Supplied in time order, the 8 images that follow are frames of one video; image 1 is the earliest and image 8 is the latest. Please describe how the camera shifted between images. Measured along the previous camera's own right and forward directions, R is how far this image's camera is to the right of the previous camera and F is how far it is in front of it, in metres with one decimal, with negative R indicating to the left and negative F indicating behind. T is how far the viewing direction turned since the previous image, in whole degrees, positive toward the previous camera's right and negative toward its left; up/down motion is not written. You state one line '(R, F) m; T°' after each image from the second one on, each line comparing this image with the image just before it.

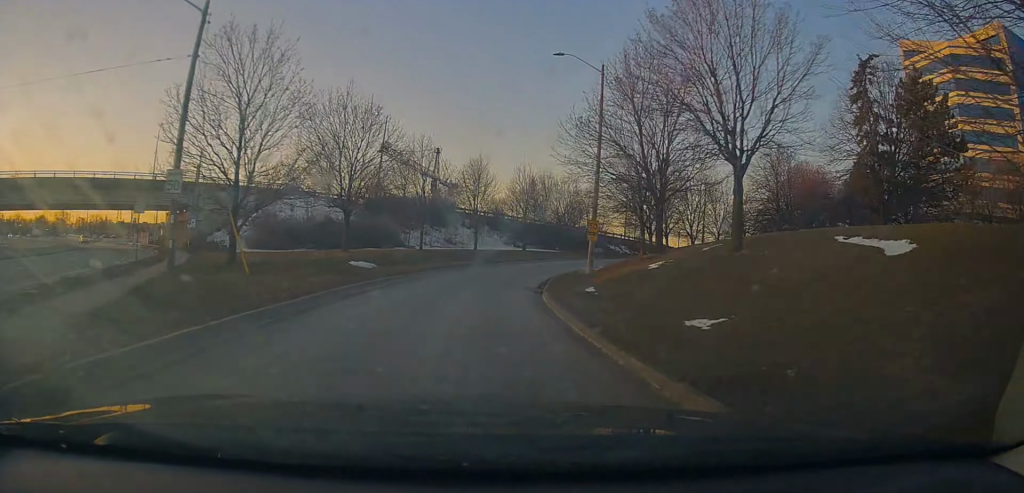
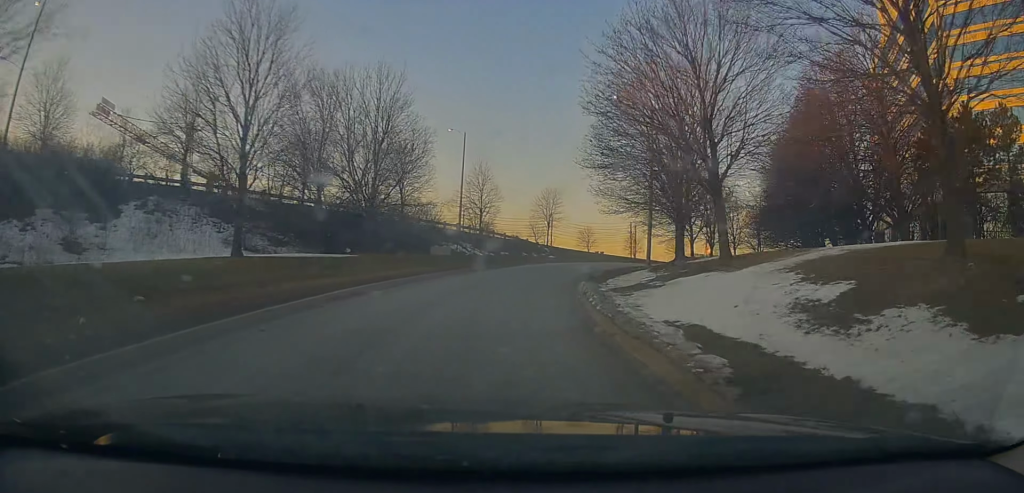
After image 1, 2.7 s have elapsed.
(+5.3, +46.1) m; +17°
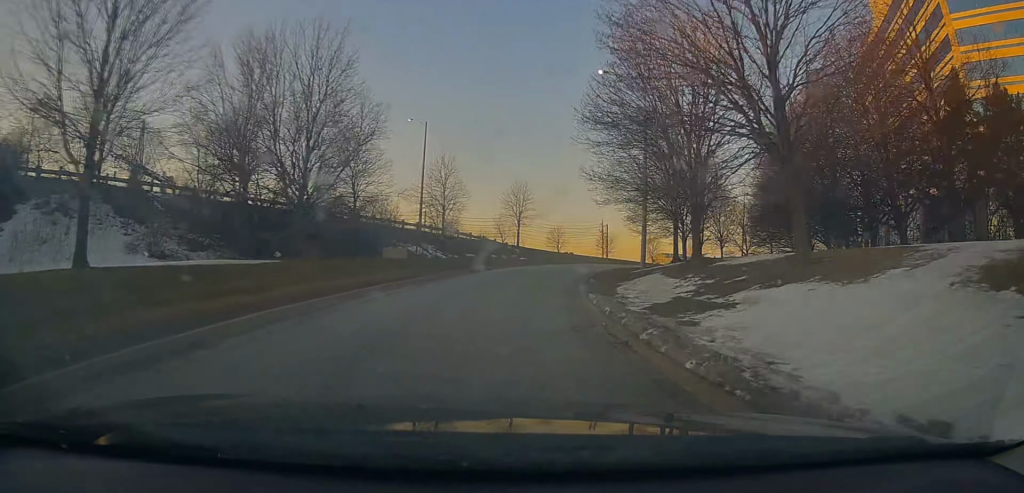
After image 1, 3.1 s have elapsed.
(+0.5, +6.8) m; +4°
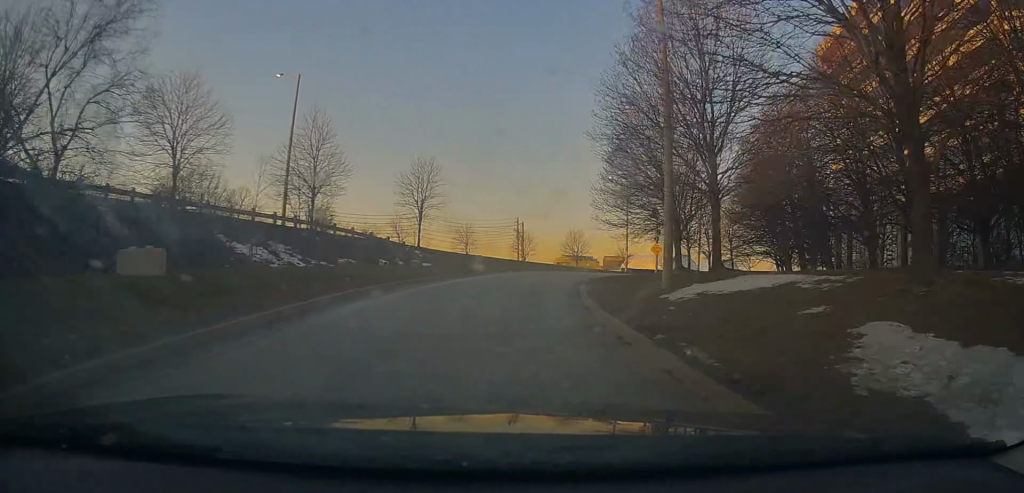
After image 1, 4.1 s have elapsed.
(+1.6, +18.2) m; +10°
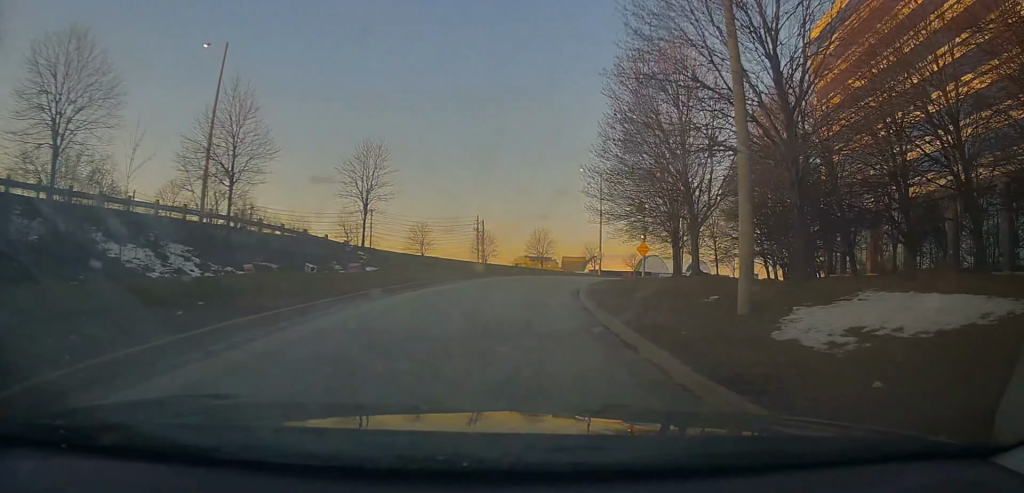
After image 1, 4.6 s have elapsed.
(-0.1, +8.0) m; +5°
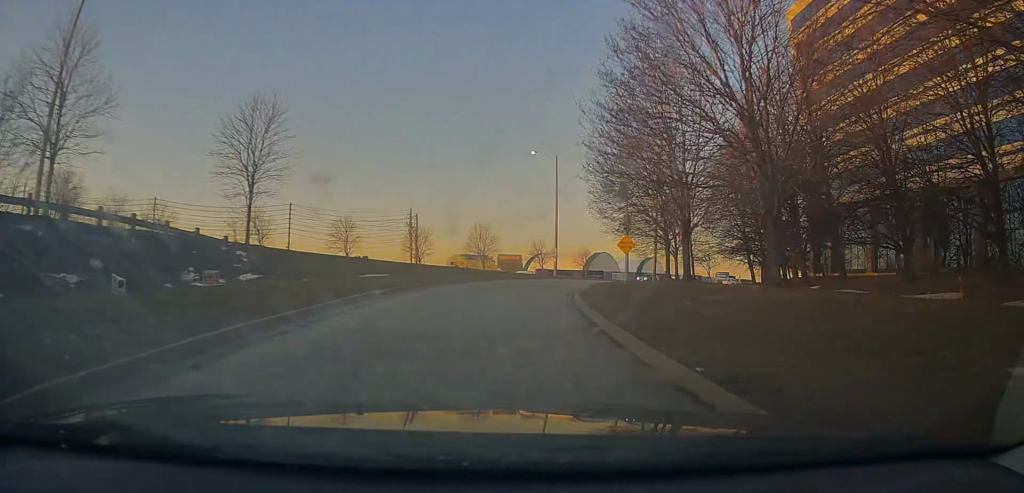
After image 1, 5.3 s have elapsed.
(+1.1, +11.3) m; +6°
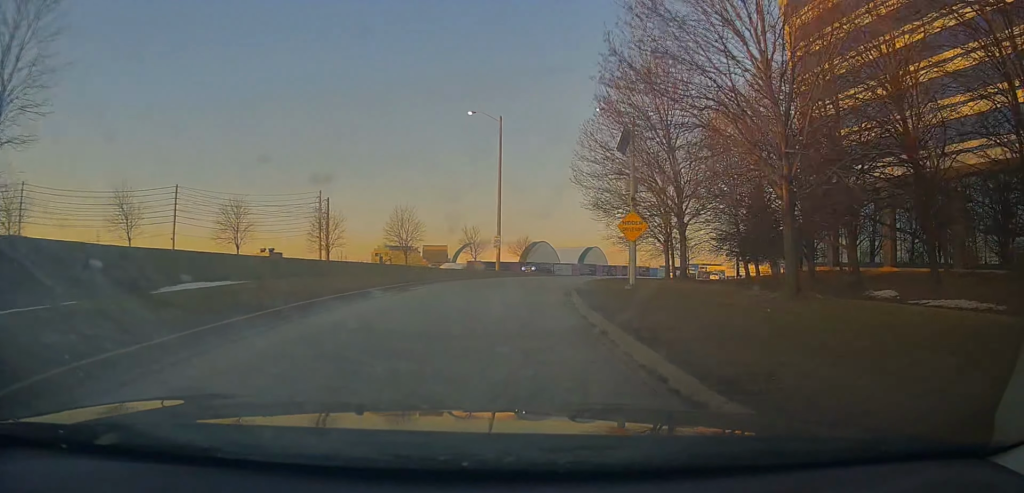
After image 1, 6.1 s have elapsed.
(+0.9, +14.1) m; +8°
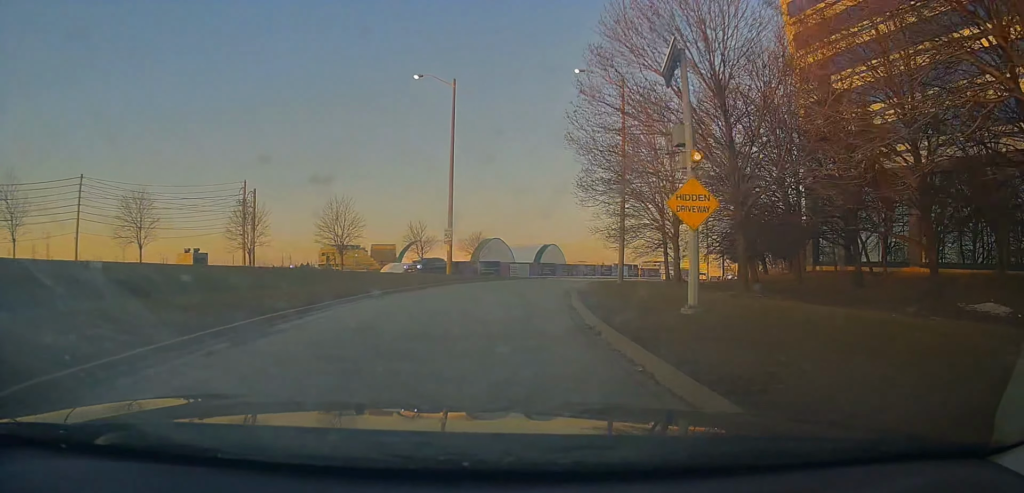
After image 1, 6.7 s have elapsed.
(+0.2, +10.1) m; +5°
